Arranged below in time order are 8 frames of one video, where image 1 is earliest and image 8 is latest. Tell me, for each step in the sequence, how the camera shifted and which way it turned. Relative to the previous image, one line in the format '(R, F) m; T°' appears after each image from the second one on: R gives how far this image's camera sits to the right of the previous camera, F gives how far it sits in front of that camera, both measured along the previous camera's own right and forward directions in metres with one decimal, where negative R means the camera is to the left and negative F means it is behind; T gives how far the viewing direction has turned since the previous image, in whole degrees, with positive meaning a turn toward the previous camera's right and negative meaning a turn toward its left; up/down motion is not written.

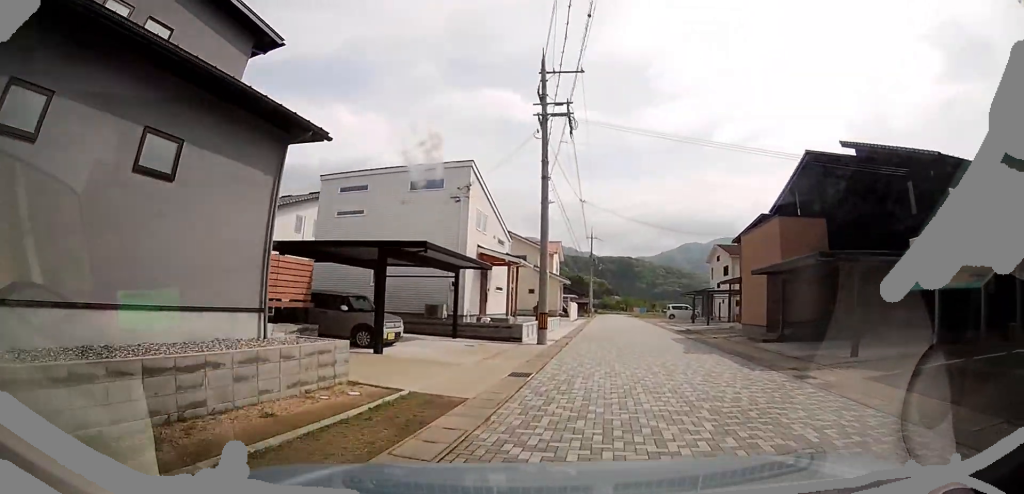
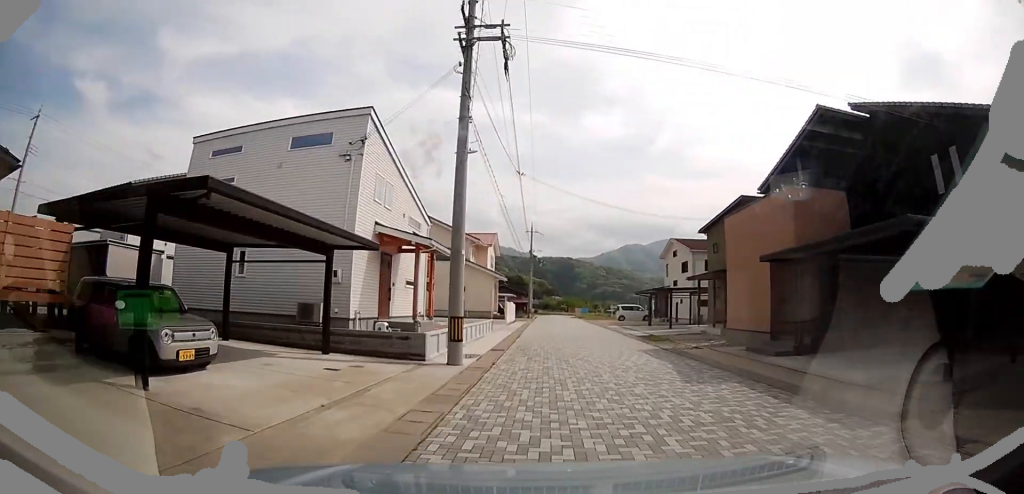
(+0.8, +4.5) m; +16°
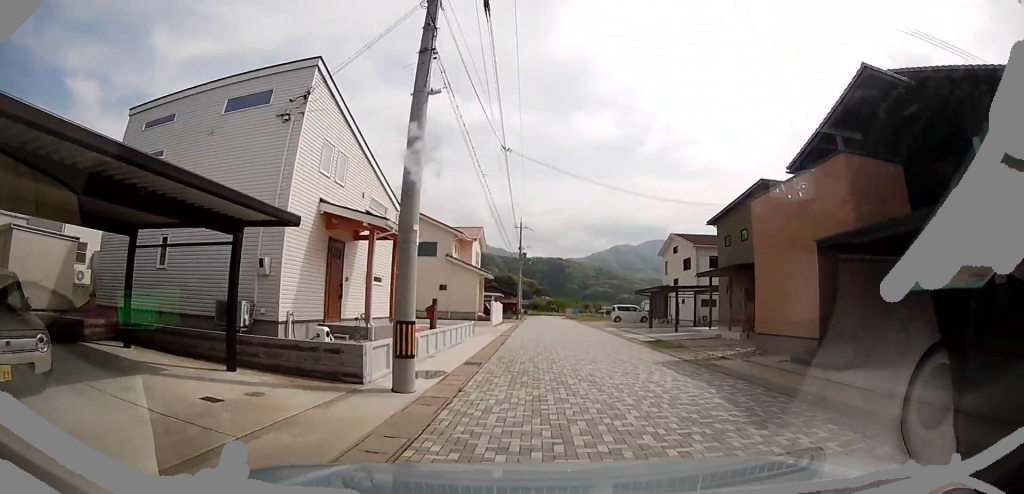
(+0.4, +2.9) m; +7°
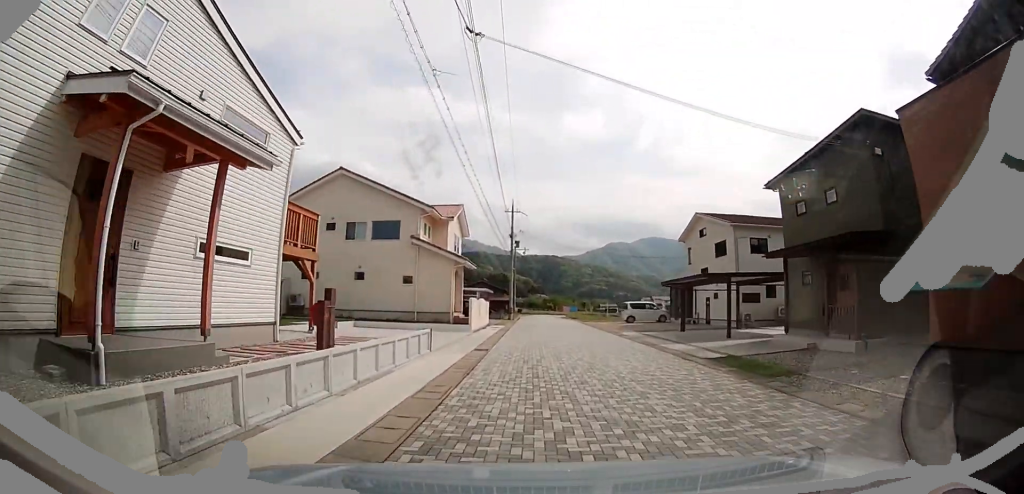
(-0.3, +7.6) m; -8°
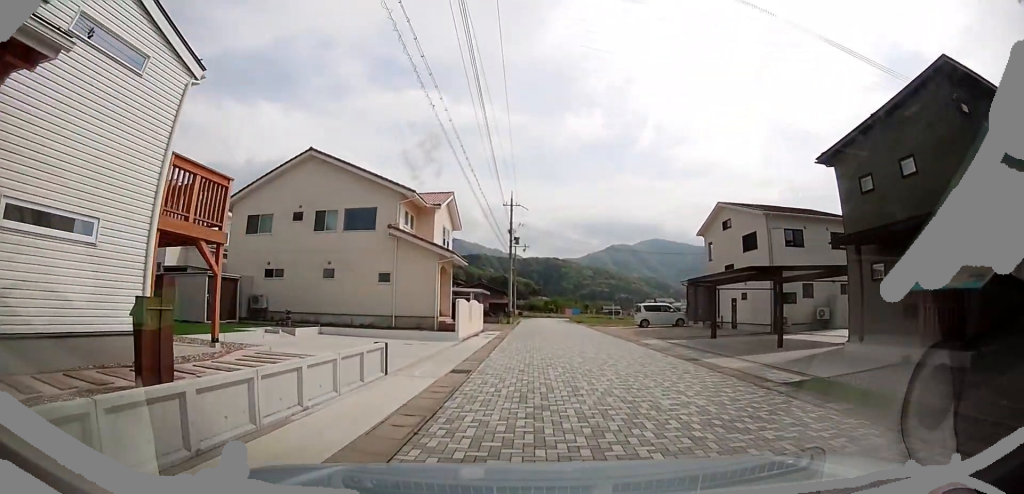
(-0.5, +4.2) m; 0°
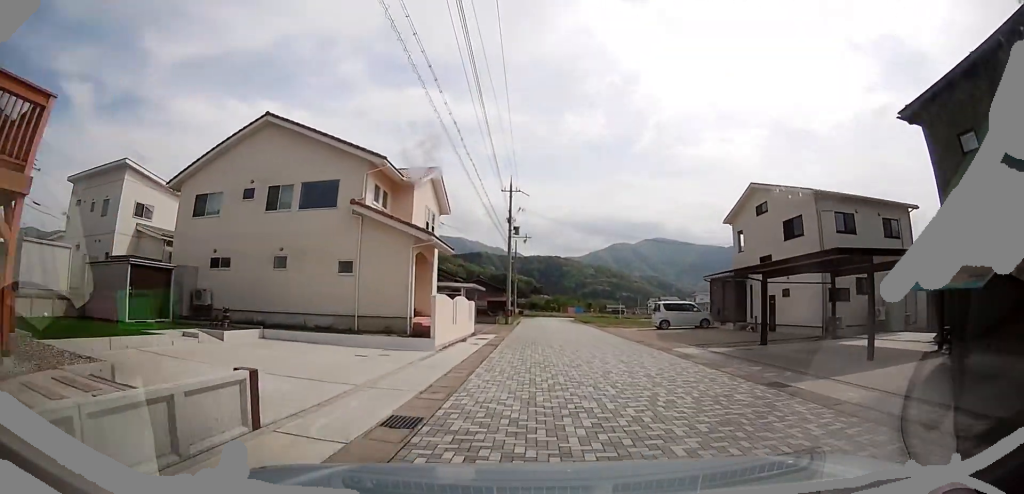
(0.0, +4.3) m; +2°
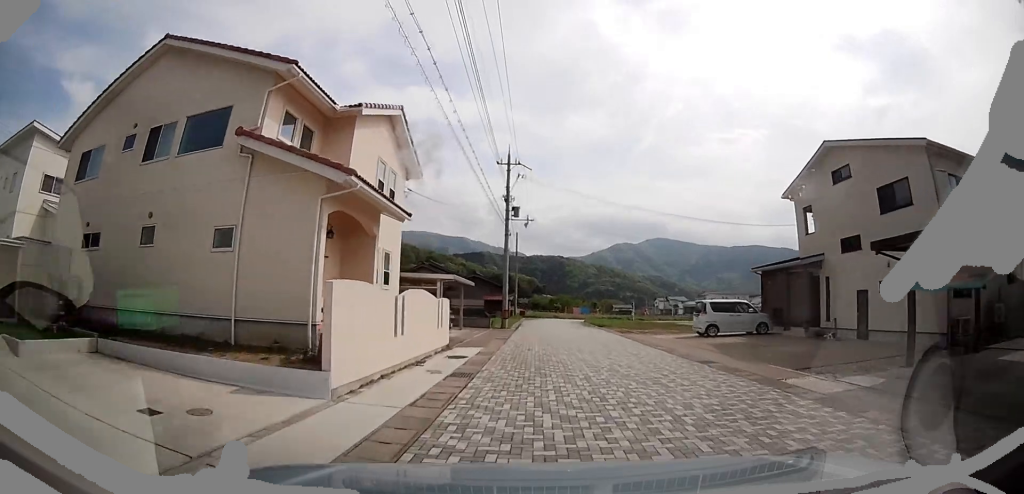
(+0.6, +6.8) m; +6°
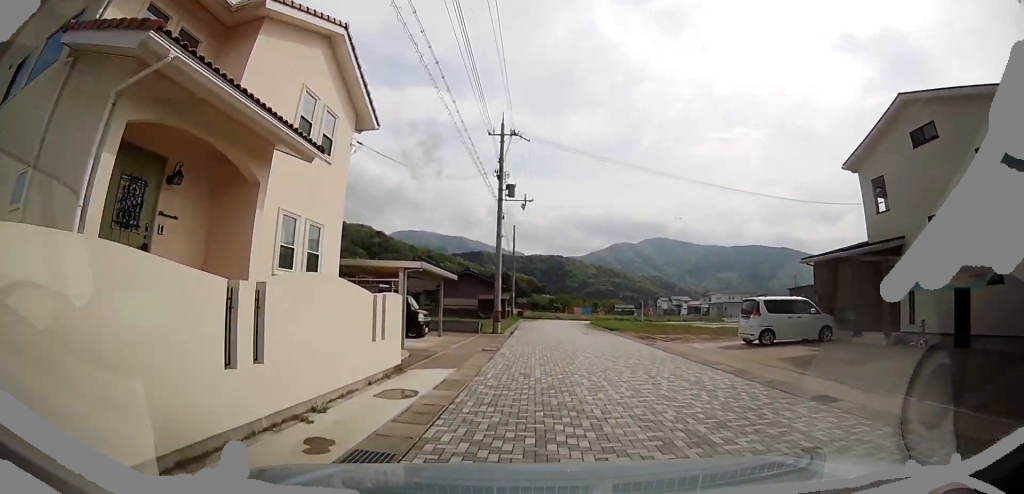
(+0.1, +5.3) m; +1°
